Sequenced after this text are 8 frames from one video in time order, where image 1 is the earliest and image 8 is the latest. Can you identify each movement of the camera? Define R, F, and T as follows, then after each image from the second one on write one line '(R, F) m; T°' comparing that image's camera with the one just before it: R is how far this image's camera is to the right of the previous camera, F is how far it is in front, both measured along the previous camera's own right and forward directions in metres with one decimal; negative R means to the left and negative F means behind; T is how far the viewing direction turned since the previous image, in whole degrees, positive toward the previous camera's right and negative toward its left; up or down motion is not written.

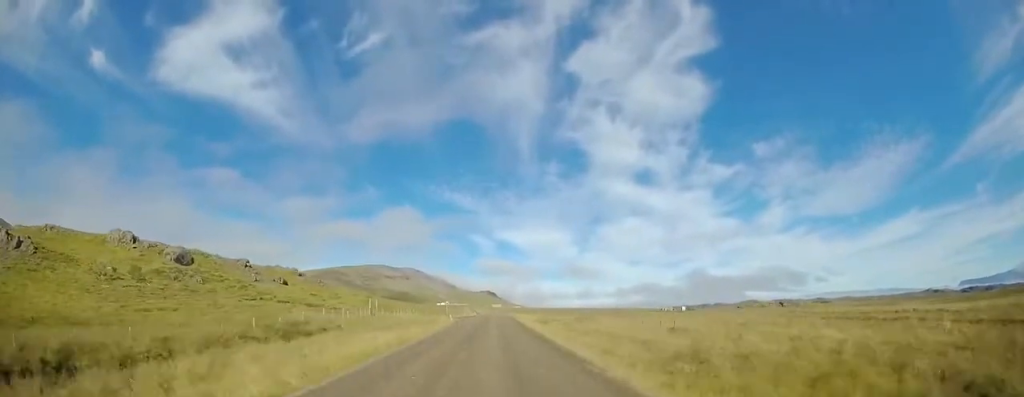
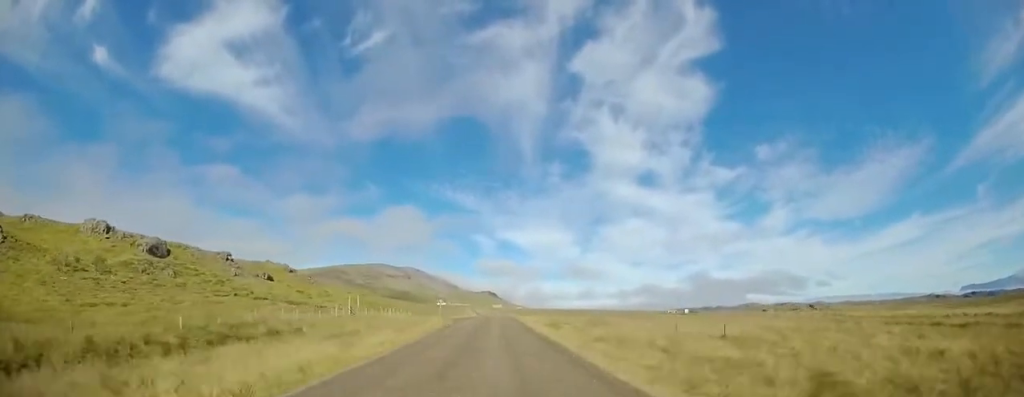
(0.0, +8.5) m; +1°
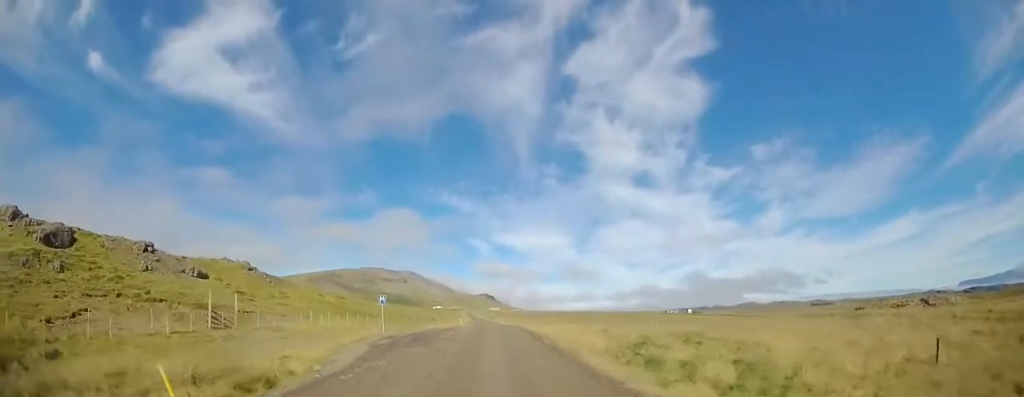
(+0.5, +25.1) m; 0°
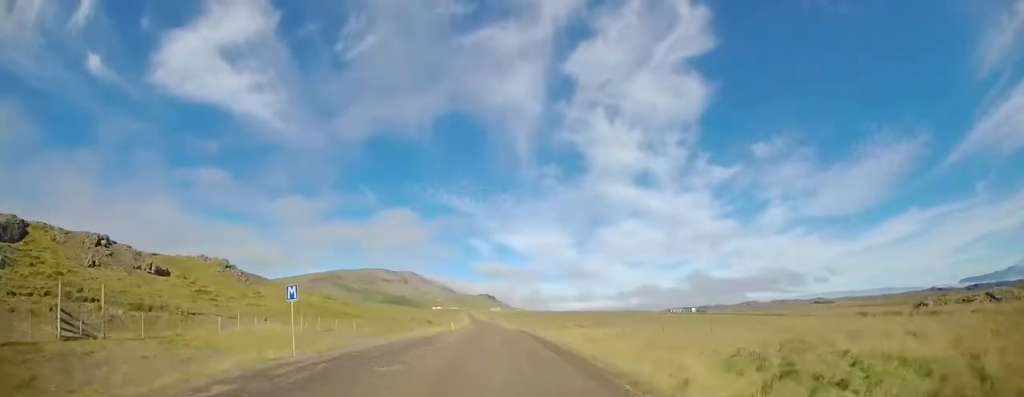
(-0.1, +11.6) m; -1°
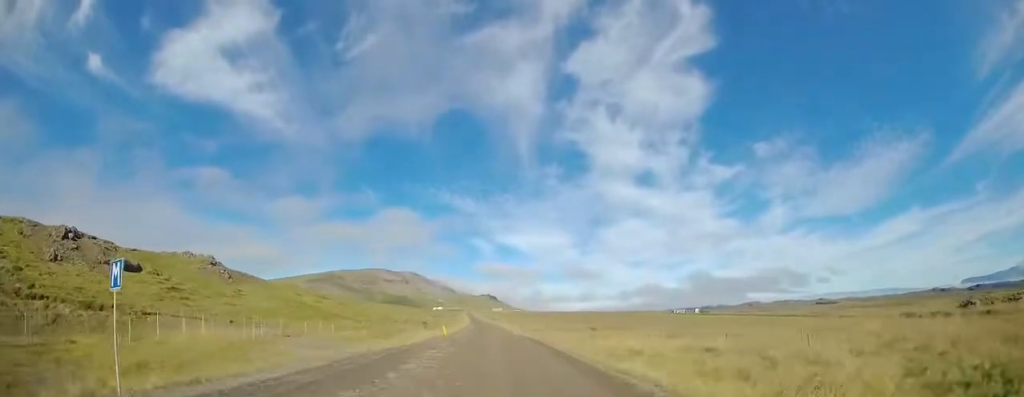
(0.0, +7.7) m; -1°
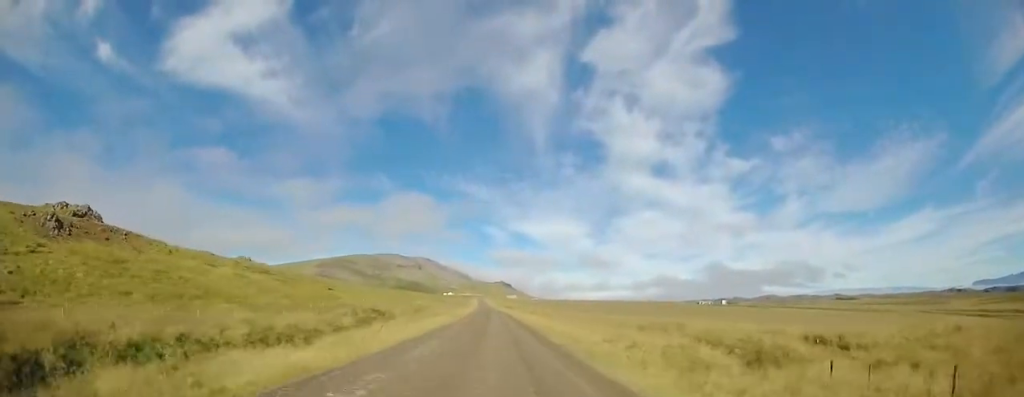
(-1.6, +48.6) m; -1°
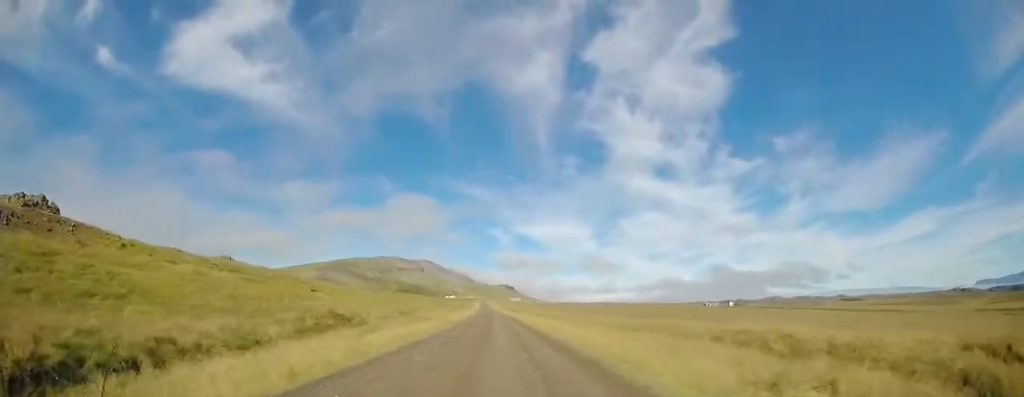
(+0.3, +13.3) m; +2°
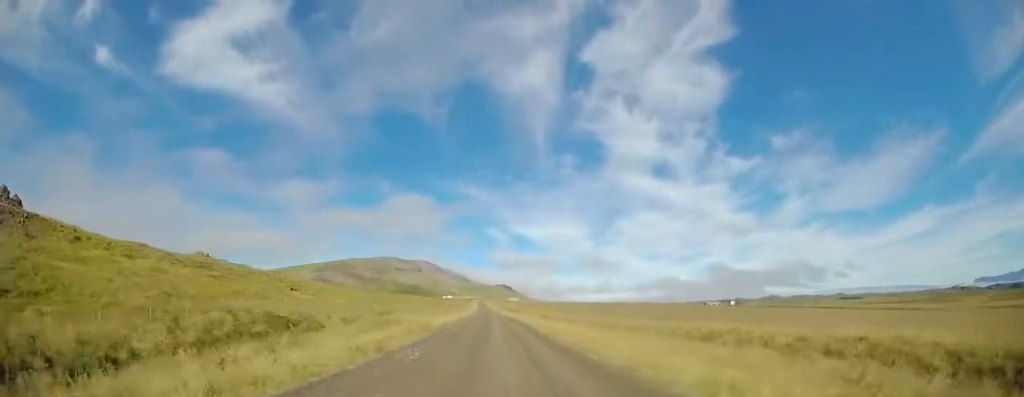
(+0.1, +10.5) m; +1°
